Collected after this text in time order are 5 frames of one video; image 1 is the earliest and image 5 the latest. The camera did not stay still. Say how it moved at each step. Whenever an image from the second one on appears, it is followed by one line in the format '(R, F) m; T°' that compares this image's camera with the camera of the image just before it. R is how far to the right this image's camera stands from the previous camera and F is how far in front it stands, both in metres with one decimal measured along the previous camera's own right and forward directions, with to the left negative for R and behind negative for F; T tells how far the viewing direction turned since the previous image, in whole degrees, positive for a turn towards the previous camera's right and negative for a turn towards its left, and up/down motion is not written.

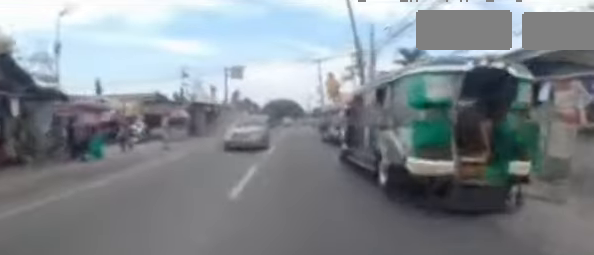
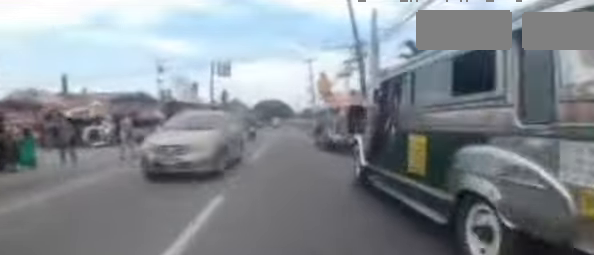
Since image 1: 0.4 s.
(0.0, +3.0) m; 0°
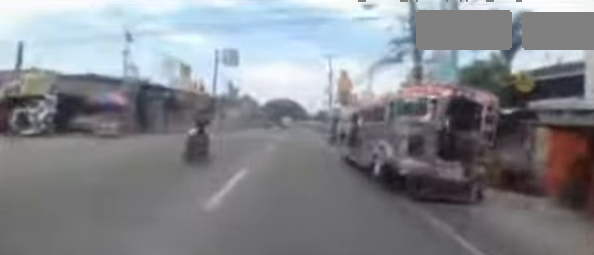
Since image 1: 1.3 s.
(0.0, +6.4) m; 0°
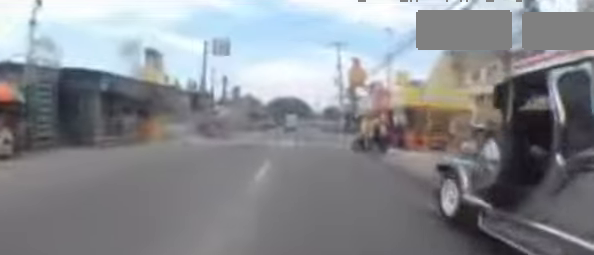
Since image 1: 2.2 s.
(0.0, +6.6) m; 0°
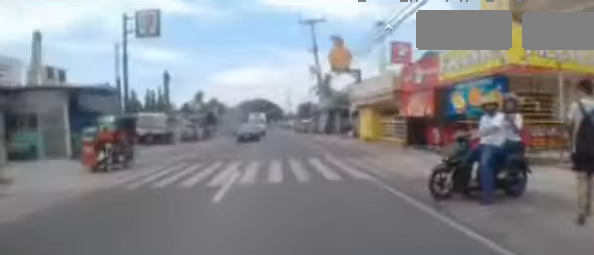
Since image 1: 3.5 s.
(0.0, +9.8) m; +1°
